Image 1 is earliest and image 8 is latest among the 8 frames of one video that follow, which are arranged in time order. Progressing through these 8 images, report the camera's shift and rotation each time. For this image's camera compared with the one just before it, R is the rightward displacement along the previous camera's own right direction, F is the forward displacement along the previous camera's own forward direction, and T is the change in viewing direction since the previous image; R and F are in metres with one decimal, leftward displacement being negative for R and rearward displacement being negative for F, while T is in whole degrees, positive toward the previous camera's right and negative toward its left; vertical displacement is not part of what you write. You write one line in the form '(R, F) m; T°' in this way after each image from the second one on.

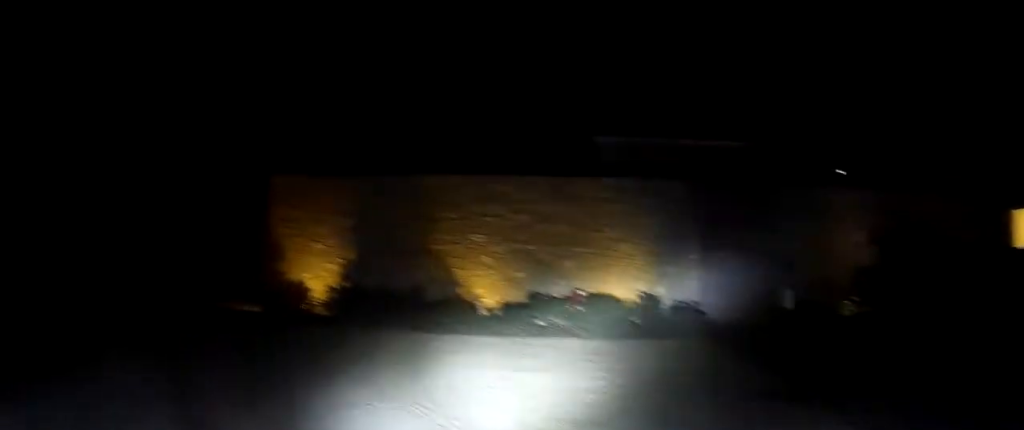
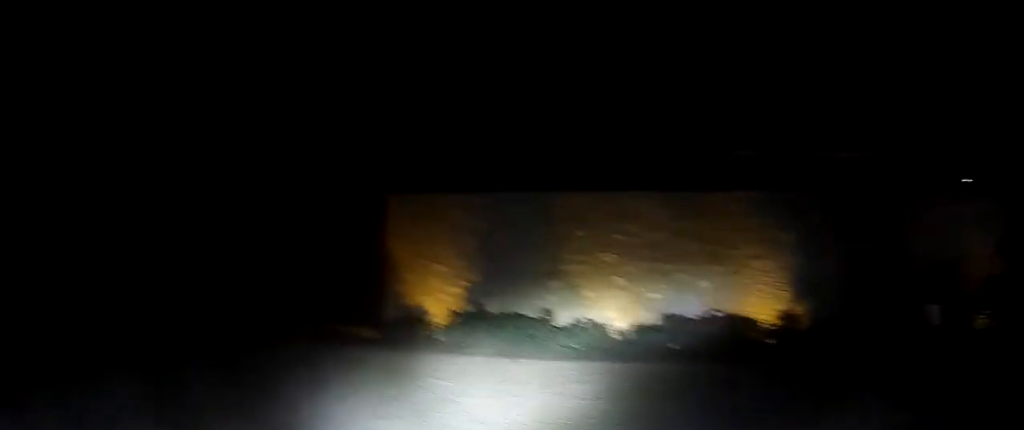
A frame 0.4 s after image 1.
(-0.3, +1.0) m; -11°
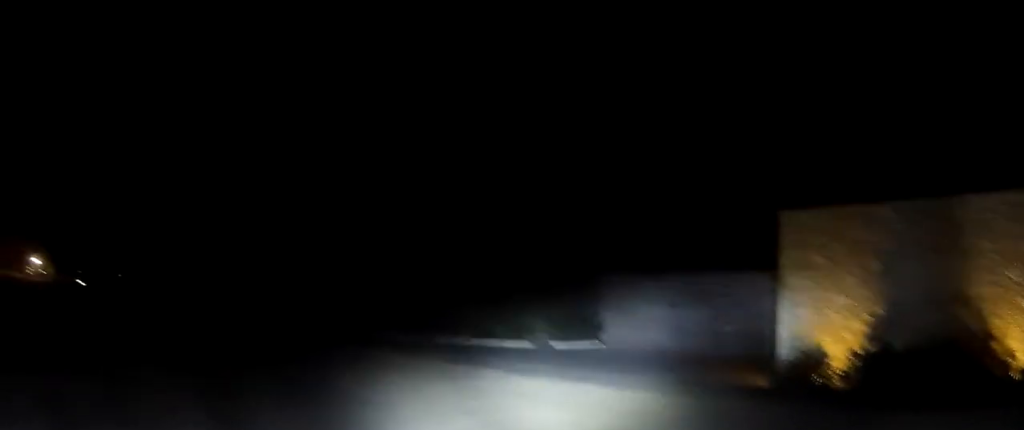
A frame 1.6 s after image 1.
(-0.2, +2.8) m; -15°
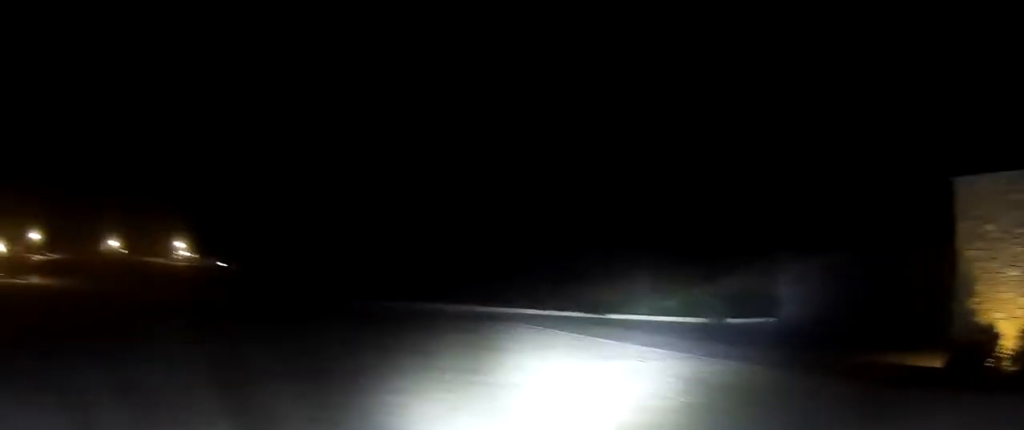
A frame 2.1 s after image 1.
(-0.2, +1.1) m; -6°
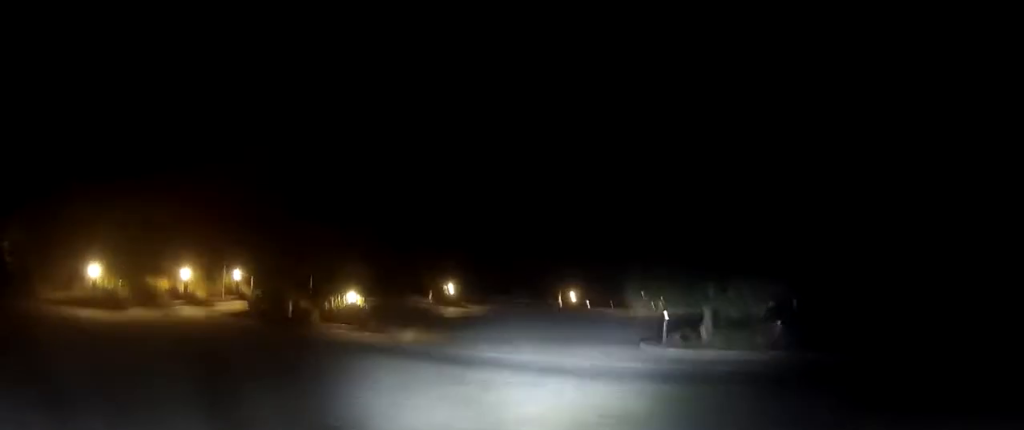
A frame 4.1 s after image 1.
(-1.1, +3.5) m; -52°
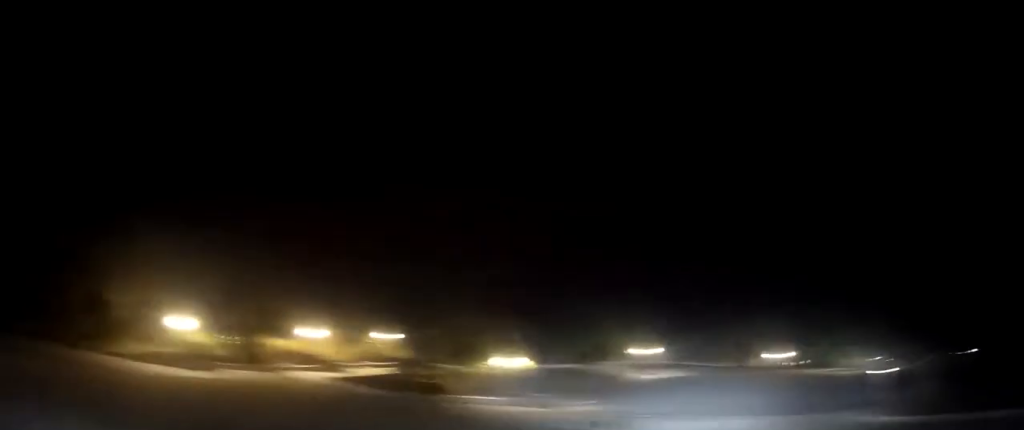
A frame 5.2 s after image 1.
(-0.9, +2.1) m; -33°
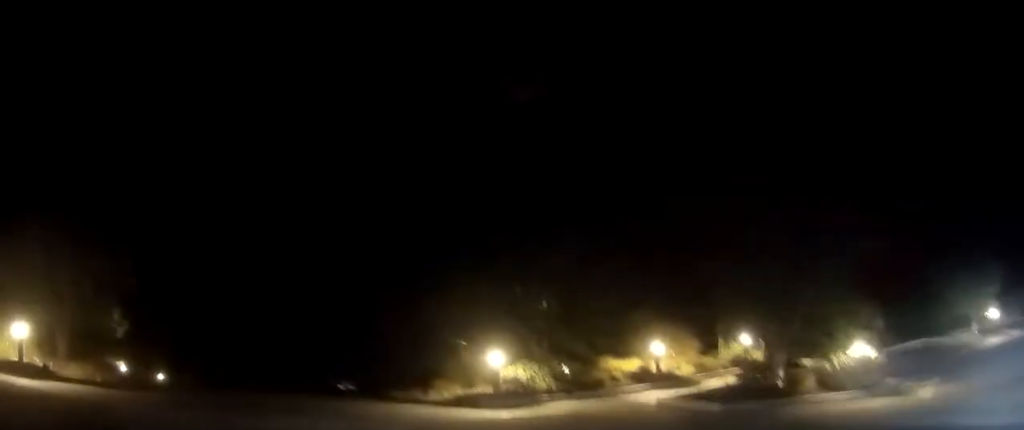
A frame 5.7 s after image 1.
(-0.2, +1.4) m; -5°
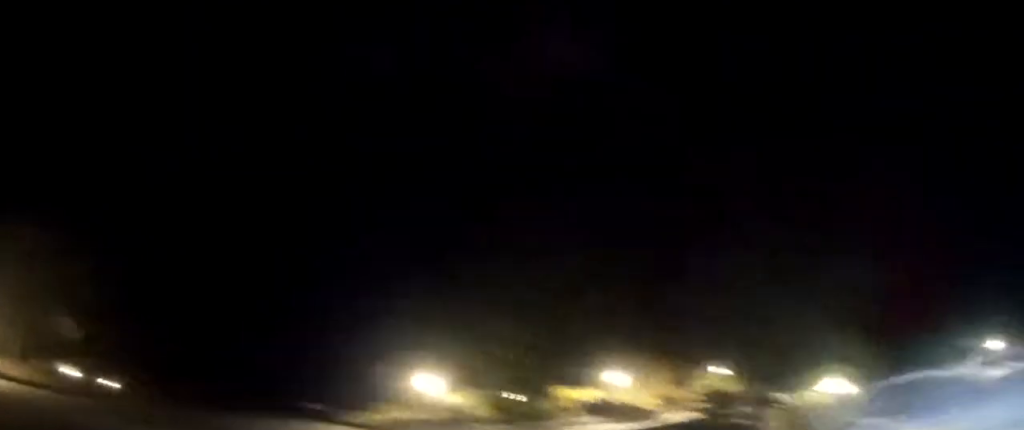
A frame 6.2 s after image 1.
(-0.1, +1.3) m; +7°
